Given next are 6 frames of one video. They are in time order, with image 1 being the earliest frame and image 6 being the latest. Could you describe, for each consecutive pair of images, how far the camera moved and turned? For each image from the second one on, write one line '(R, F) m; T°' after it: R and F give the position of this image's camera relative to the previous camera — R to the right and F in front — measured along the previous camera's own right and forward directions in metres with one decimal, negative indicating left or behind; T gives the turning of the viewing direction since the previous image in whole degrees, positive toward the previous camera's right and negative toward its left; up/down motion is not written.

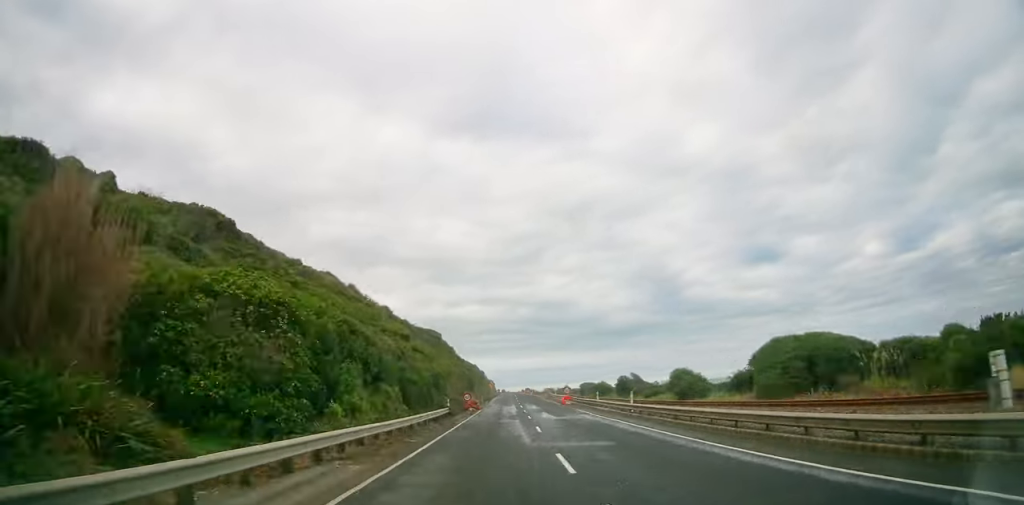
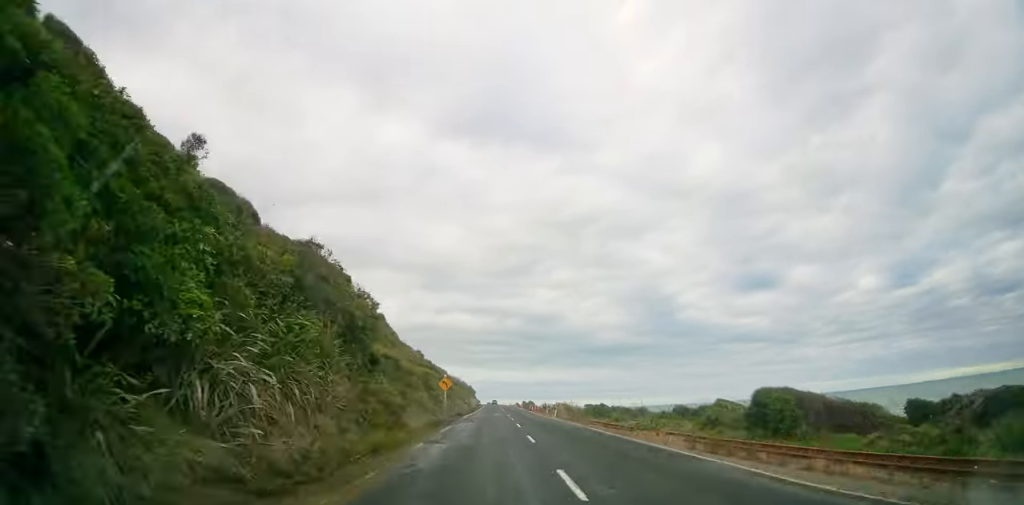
(+2.7, +82.0) m; +2°
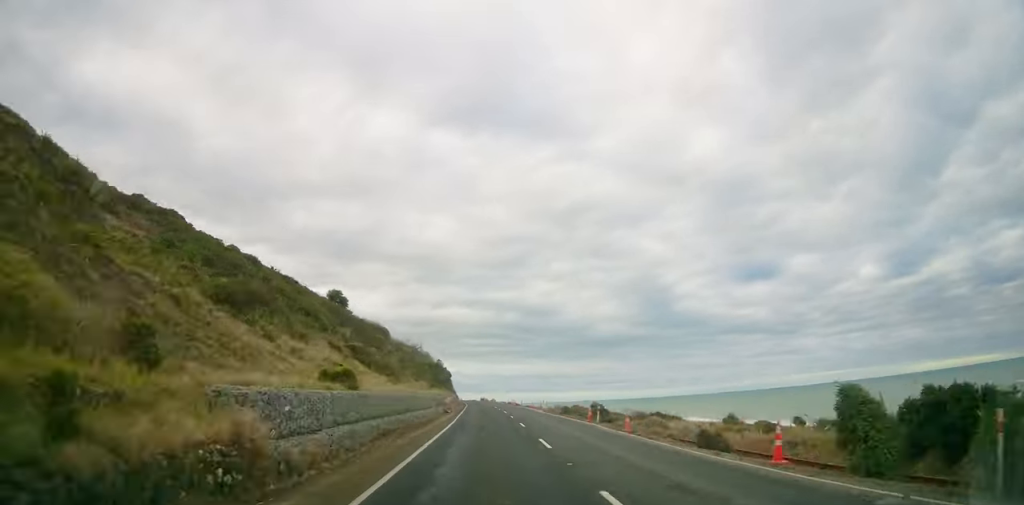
(-0.1, +110.4) m; -2°
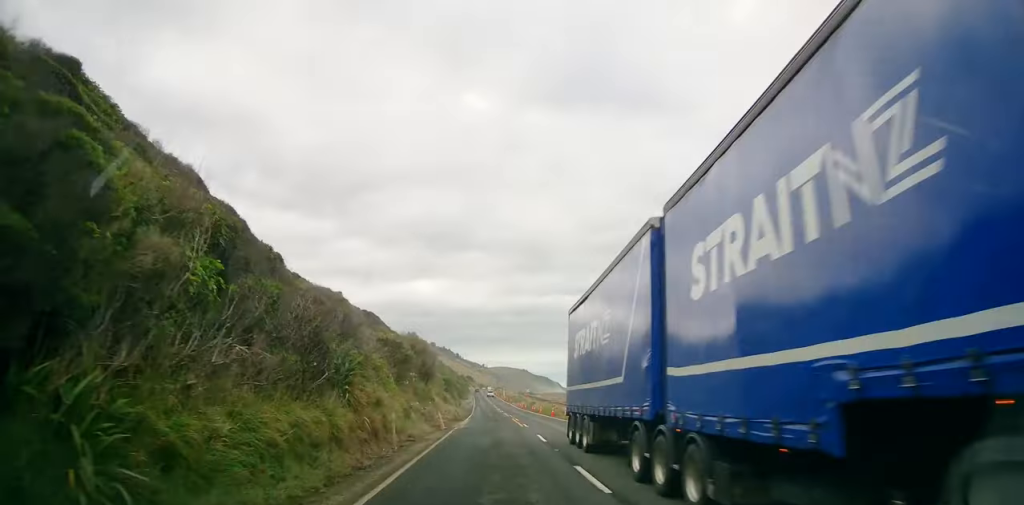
(-12.9, +170.7) m; -8°
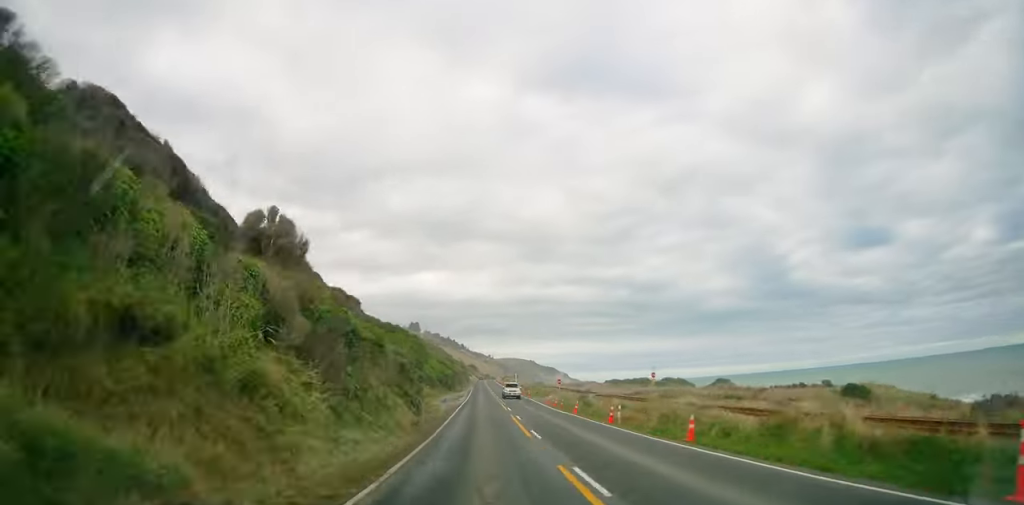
(-0.5, +49.7) m; -2°
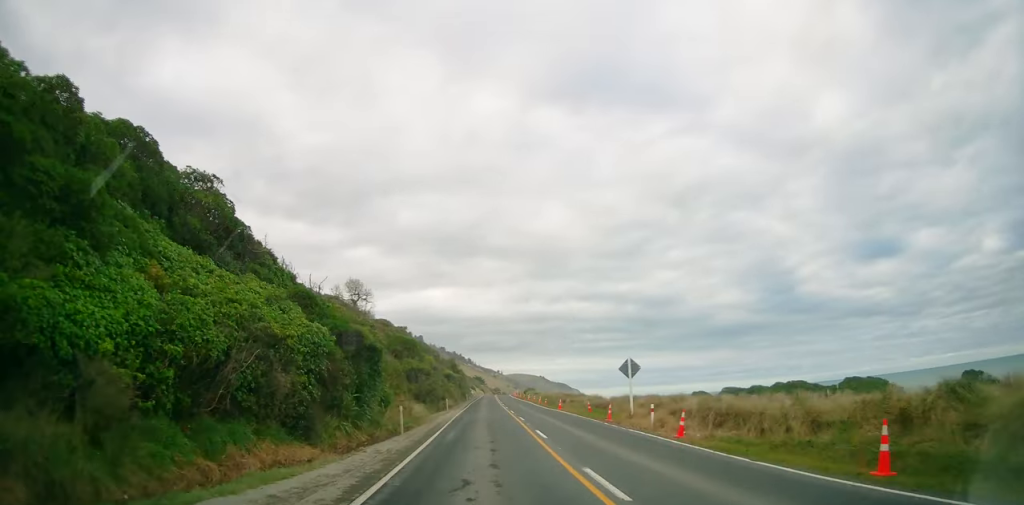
(-1.9, +78.6) m; -1°
